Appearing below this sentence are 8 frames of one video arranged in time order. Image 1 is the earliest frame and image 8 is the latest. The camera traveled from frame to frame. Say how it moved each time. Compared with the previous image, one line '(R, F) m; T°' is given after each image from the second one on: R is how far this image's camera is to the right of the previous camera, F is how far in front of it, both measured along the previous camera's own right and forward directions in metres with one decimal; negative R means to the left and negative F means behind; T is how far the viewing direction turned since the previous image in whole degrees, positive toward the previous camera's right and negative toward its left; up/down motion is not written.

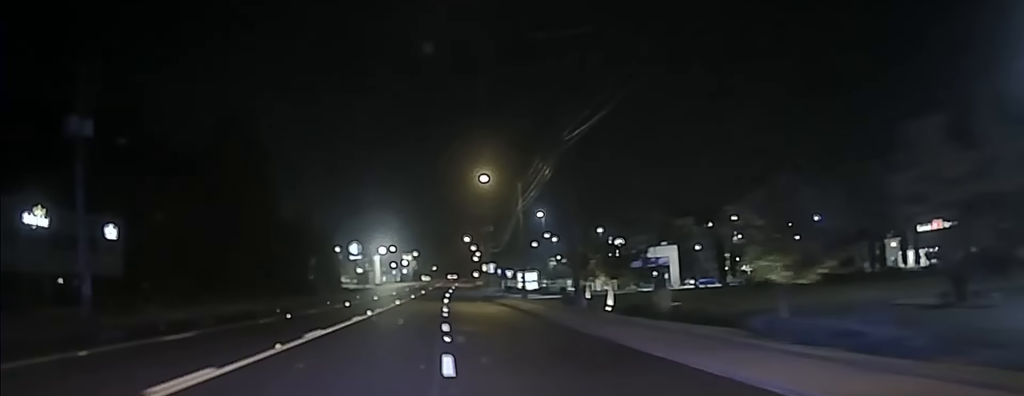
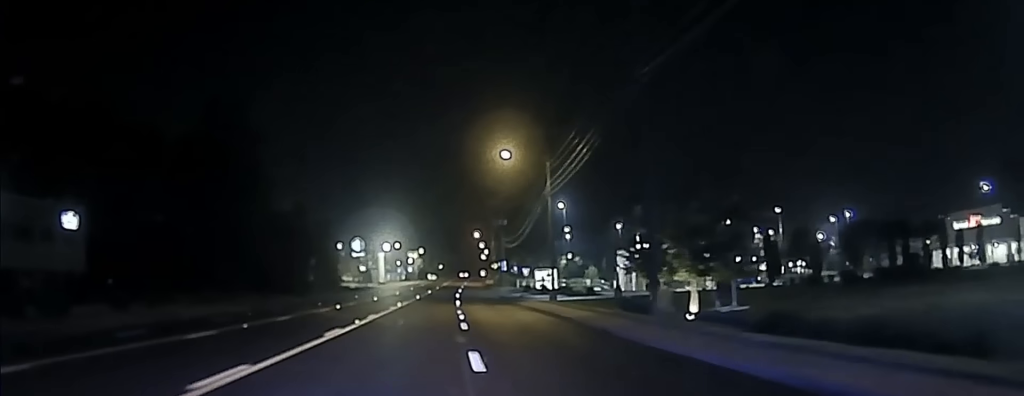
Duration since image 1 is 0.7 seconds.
(-0.3, +13.0) m; -1°
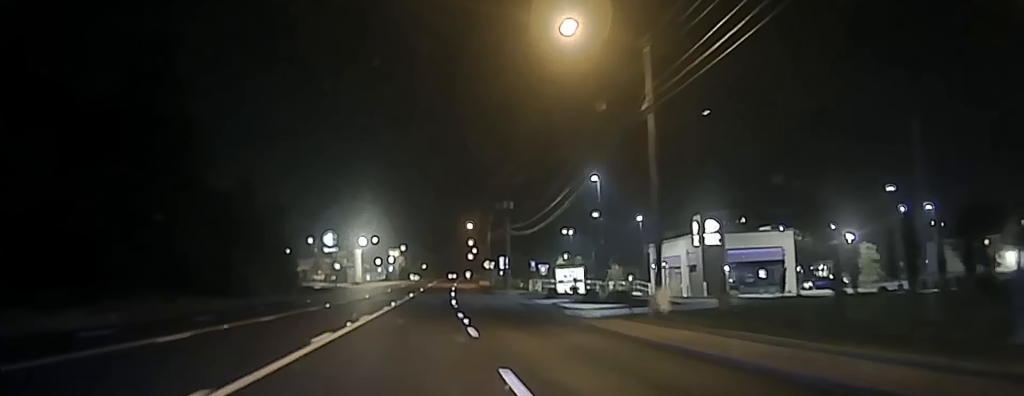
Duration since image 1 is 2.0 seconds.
(+0.3, +31.3) m; 0°
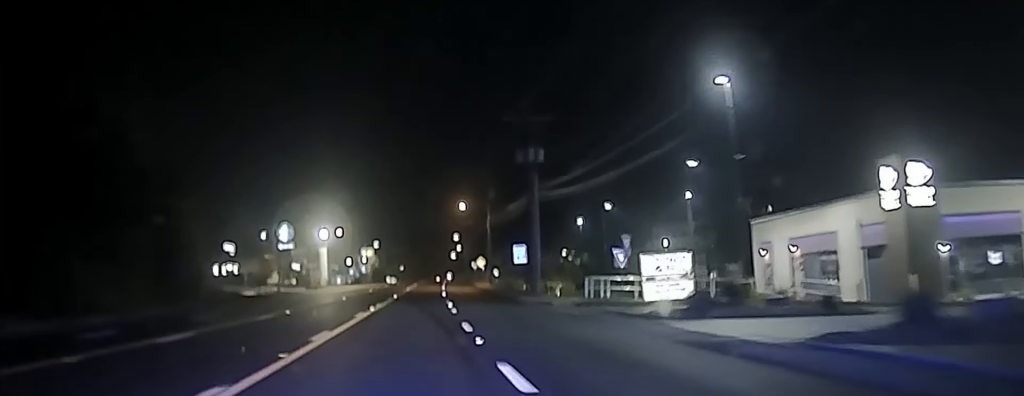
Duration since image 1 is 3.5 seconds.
(+0.1, +38.1) m; +1°
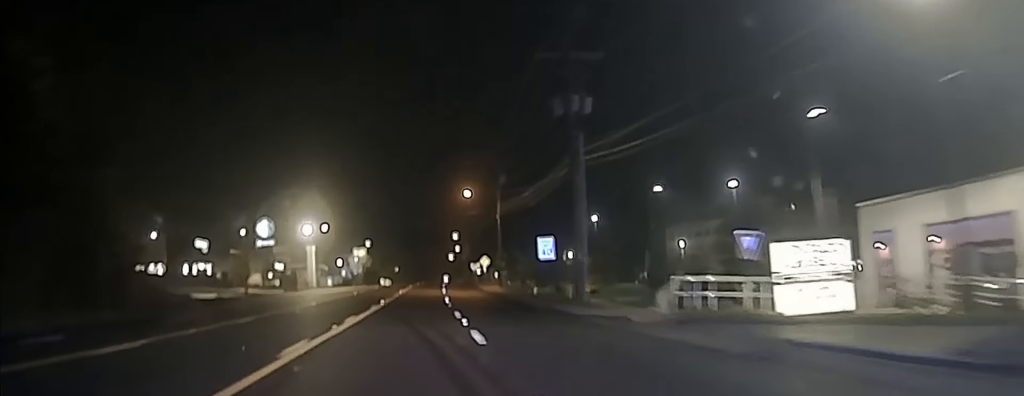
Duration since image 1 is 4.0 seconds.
(+0.3, +16.6) m; 0°
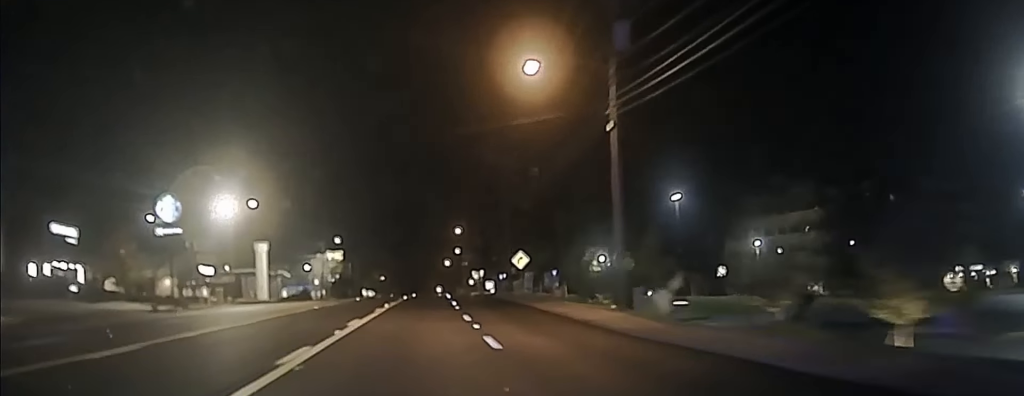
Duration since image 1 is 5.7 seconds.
(-0.4, +52.4) m; -1°
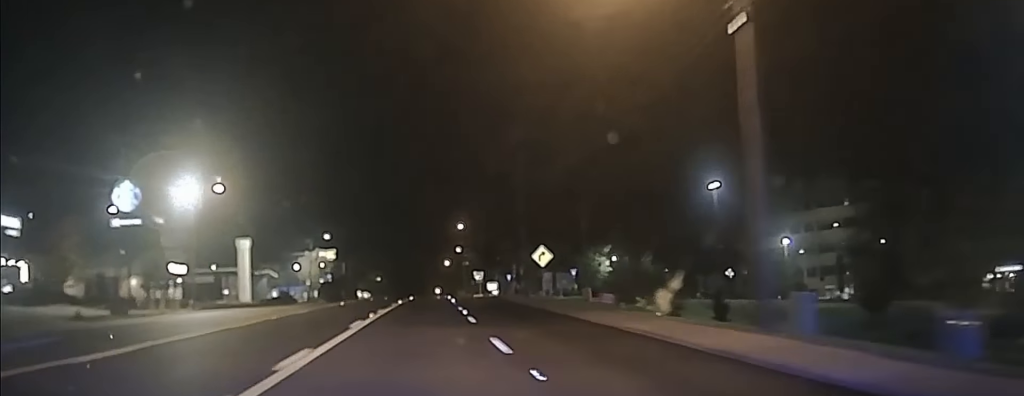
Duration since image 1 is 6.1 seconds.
(-0.1, +13.4) m; 0°
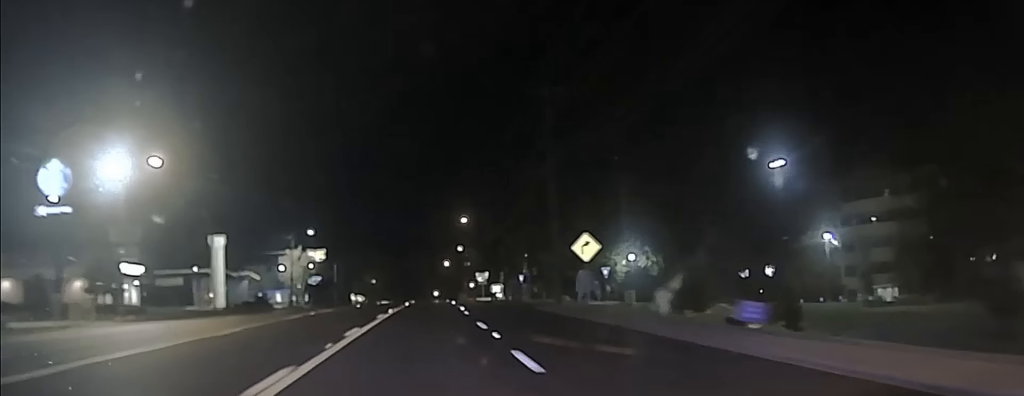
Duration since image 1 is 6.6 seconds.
(+0.1, +17.2) m; +1°
